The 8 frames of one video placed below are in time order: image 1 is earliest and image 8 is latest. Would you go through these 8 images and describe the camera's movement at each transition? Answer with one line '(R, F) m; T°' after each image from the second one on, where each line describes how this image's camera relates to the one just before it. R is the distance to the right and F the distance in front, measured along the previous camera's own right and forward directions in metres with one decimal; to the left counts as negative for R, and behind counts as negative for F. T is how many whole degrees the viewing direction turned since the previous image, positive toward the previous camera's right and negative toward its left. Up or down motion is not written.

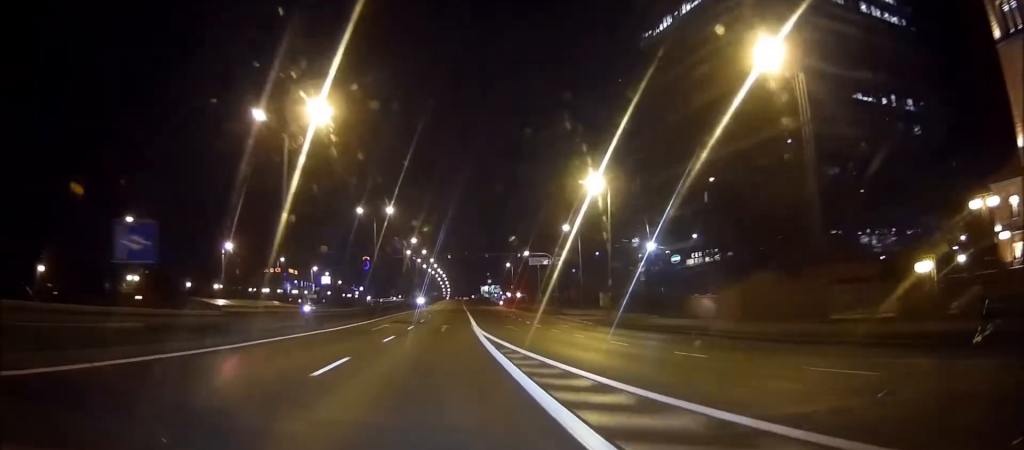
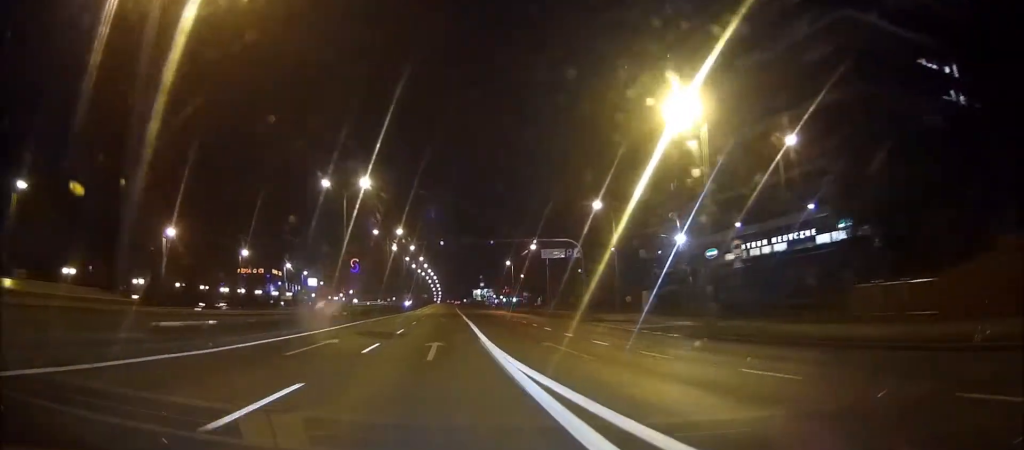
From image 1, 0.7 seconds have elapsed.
(0.0, +17.3) m; 0°
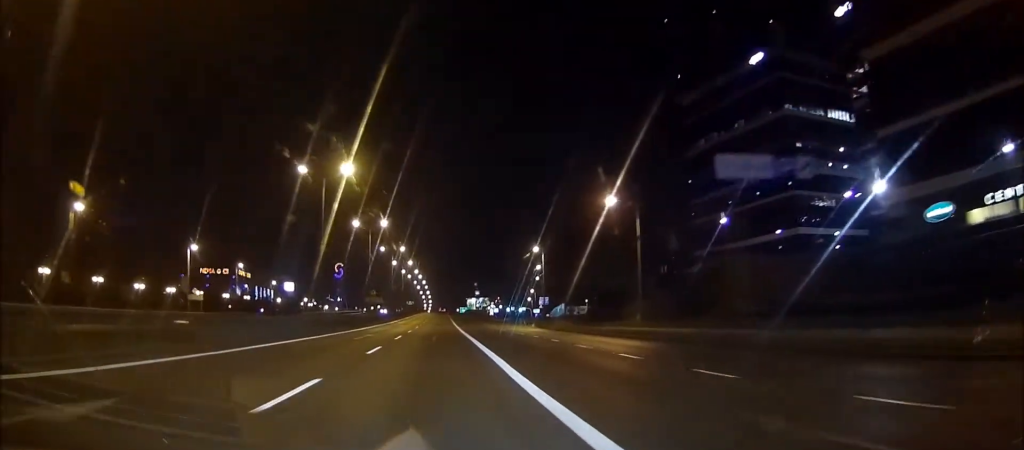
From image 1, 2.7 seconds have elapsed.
(0.0, +46.6) m; 0°
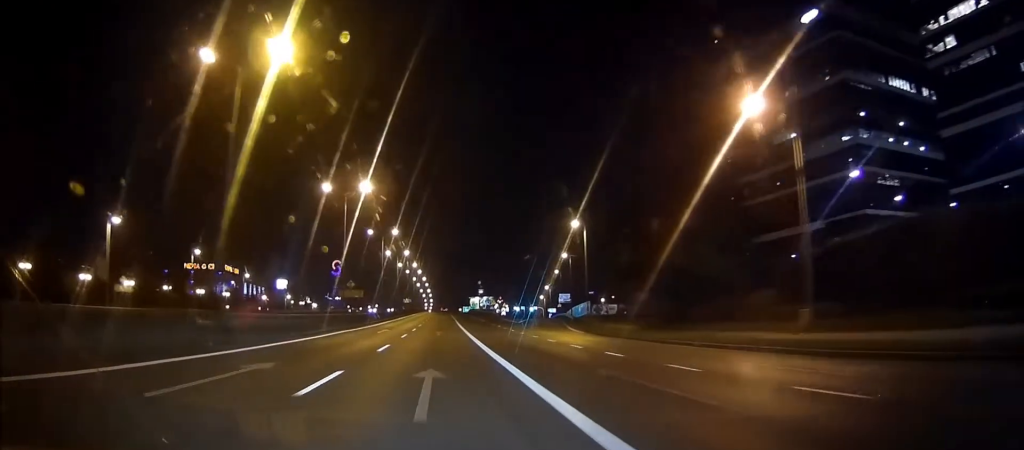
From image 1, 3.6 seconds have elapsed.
(-0.1, +22.3) m; 0°
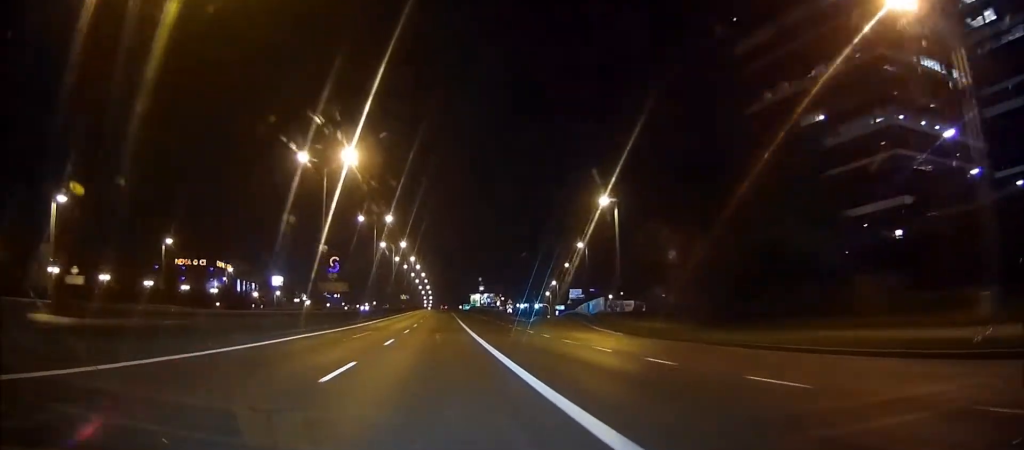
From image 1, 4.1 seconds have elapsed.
(0.0, +10.4) m; 0°
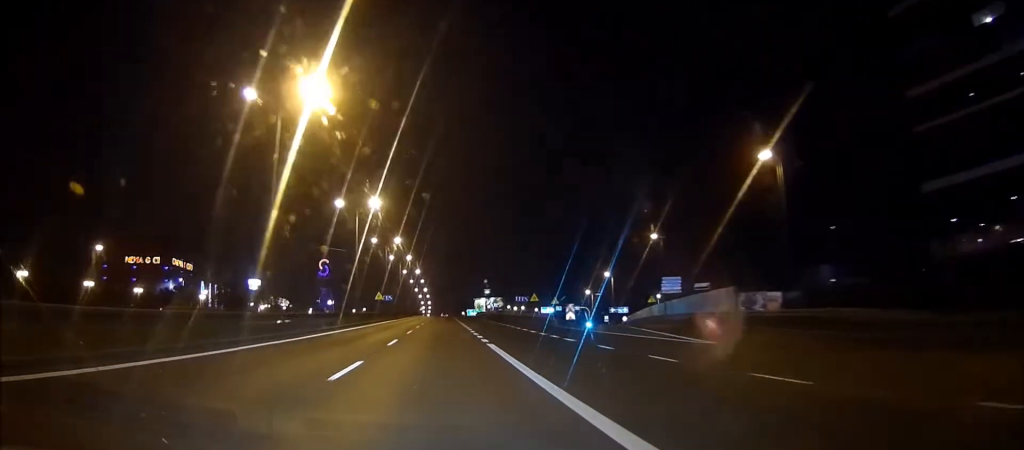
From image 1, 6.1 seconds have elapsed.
(+0.5, +48.5) m; +1°
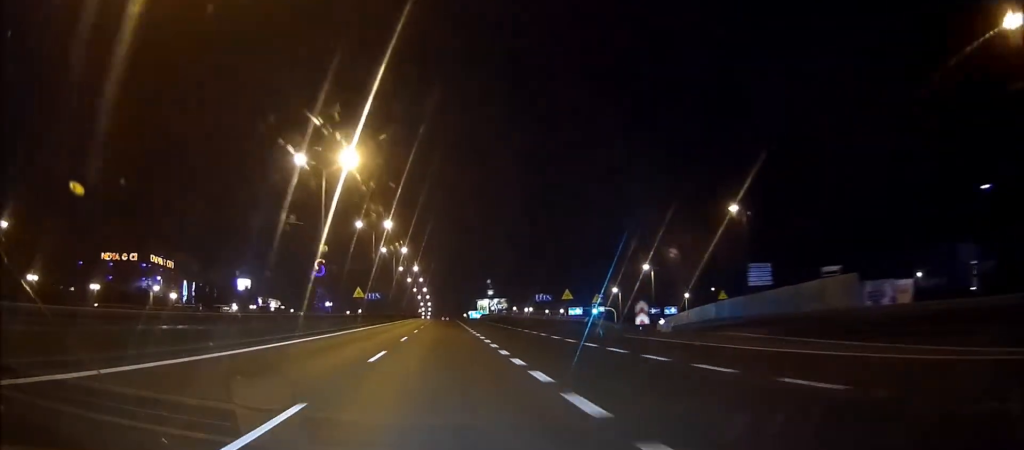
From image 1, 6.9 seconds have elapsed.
(0.0, +19.5) m; 0°
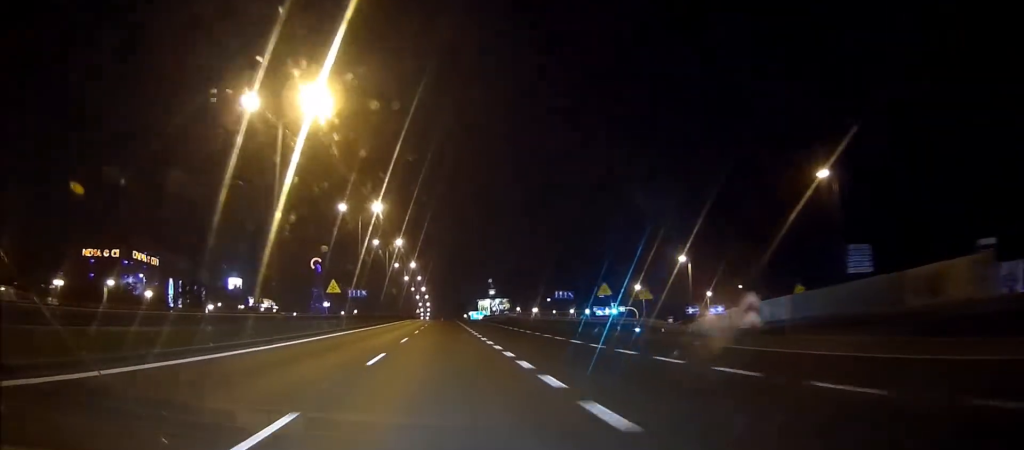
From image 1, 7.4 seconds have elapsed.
(0.0, +13.1) m; 0°
